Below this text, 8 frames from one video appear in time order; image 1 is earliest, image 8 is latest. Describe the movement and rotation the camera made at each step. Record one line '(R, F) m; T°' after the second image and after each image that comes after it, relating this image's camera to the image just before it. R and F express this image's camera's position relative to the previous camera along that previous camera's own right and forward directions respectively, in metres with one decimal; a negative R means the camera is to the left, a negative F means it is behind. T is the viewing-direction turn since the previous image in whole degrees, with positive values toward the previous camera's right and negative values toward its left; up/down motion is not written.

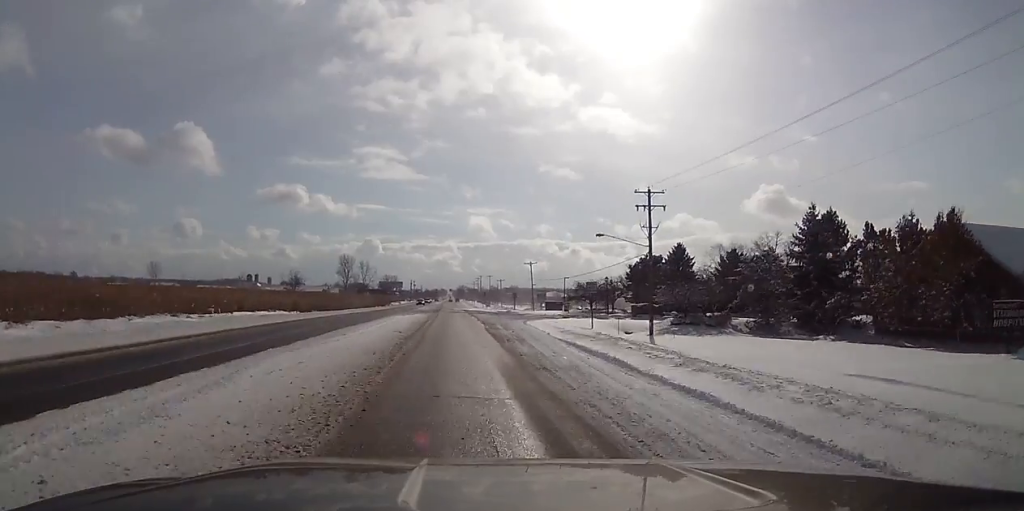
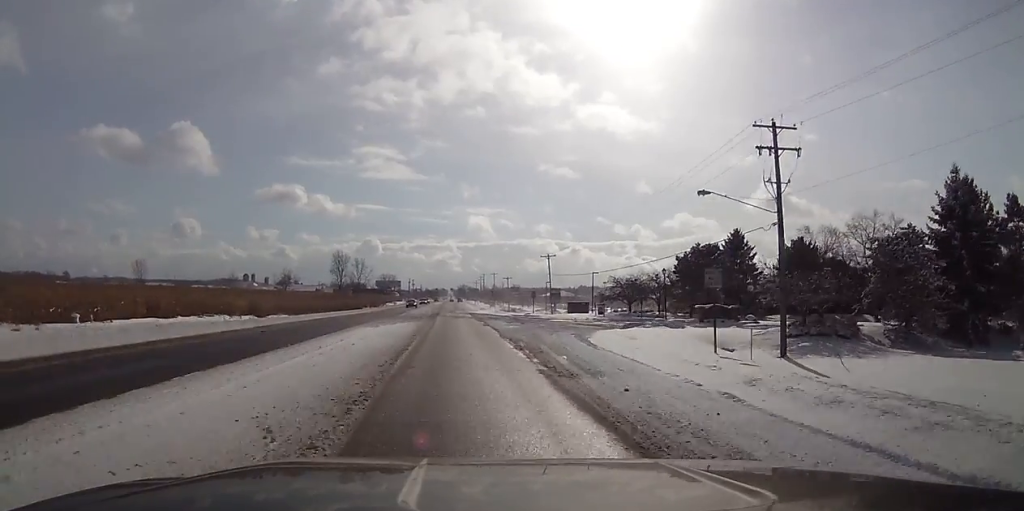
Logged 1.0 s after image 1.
(+0.2, +21.6) m; +1°
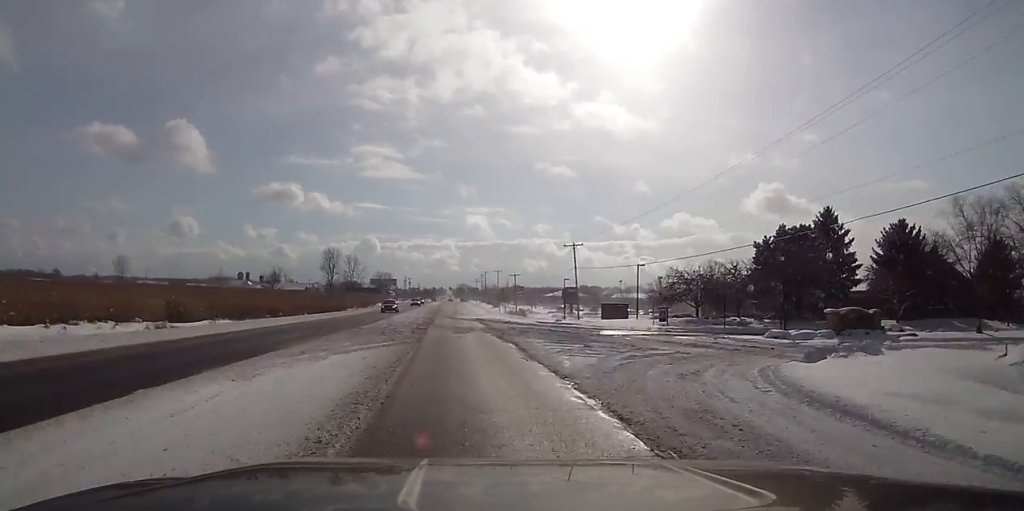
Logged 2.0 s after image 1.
(0.0, +22.4) m; -1°
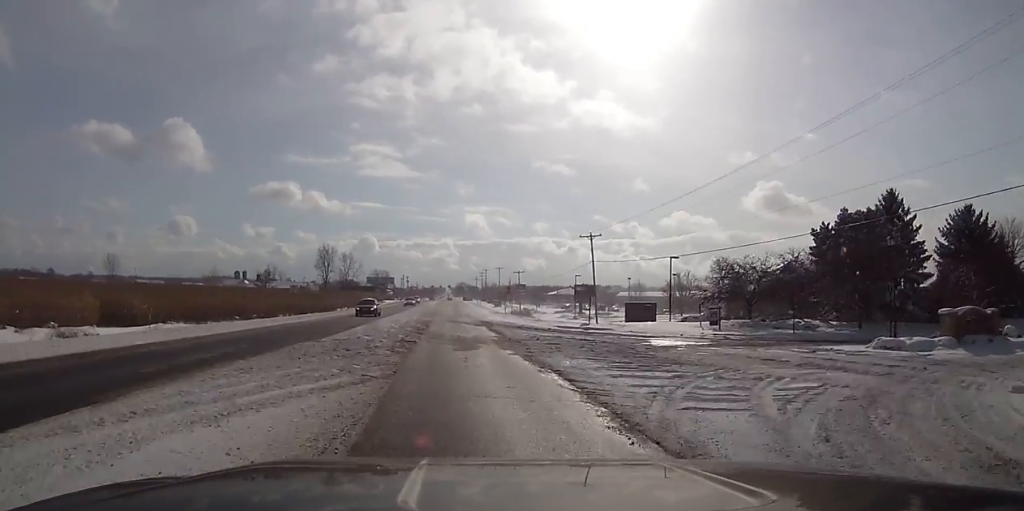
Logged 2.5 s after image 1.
(+0.1, +10.8) m; -1°
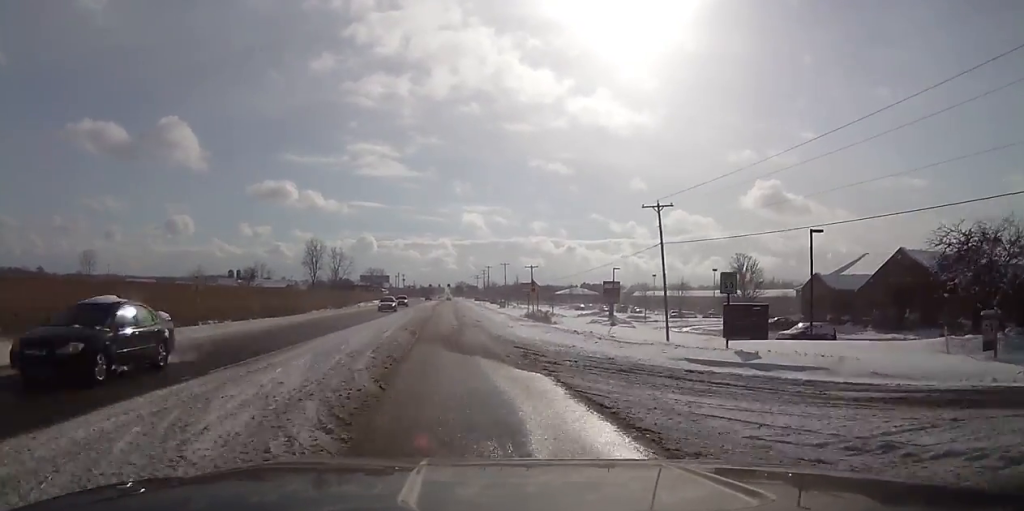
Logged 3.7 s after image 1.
(-0.3, +24.4) m; 0°
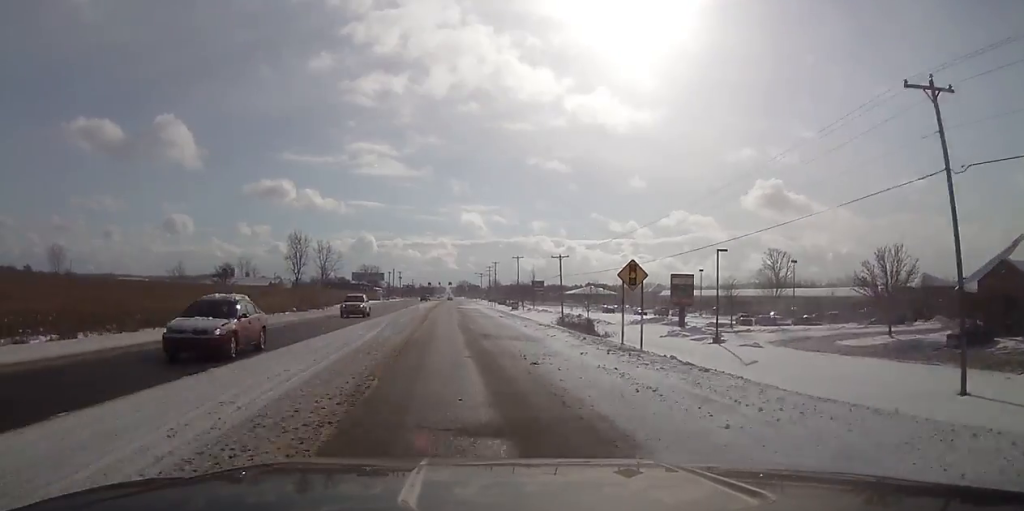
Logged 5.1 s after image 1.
(+0.5, +30.7) m; +1°
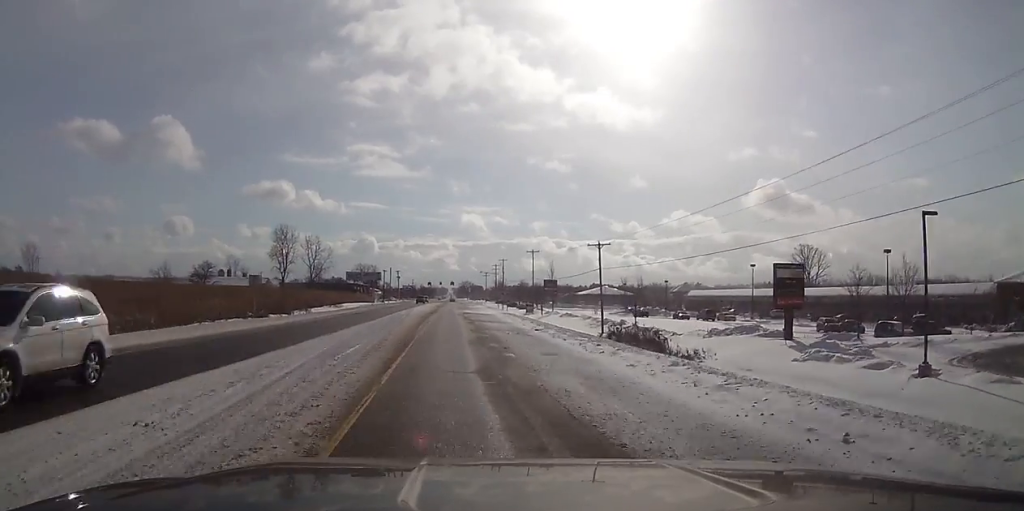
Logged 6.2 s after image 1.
(0.0, +23.2) m; -1°
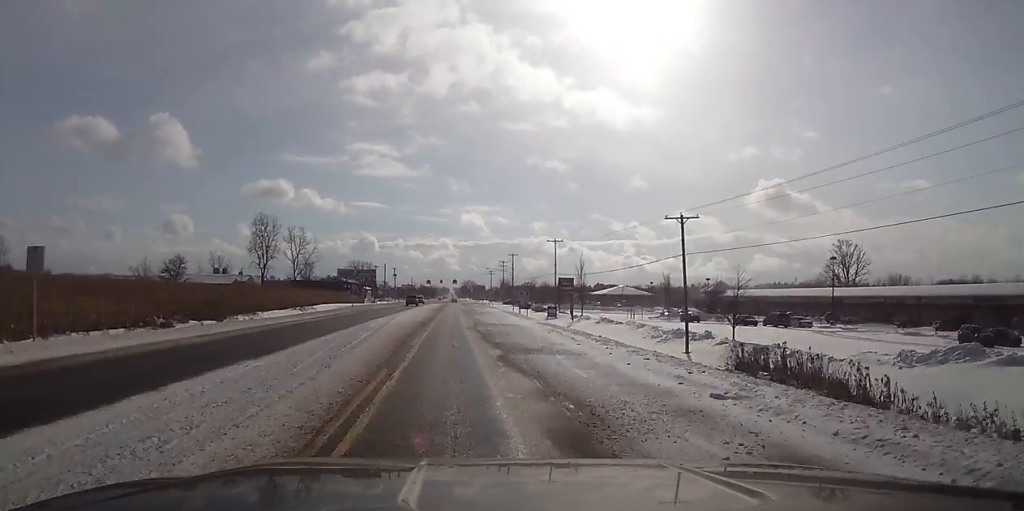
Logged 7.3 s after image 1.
(-0.3, +25.4) m; 0°
